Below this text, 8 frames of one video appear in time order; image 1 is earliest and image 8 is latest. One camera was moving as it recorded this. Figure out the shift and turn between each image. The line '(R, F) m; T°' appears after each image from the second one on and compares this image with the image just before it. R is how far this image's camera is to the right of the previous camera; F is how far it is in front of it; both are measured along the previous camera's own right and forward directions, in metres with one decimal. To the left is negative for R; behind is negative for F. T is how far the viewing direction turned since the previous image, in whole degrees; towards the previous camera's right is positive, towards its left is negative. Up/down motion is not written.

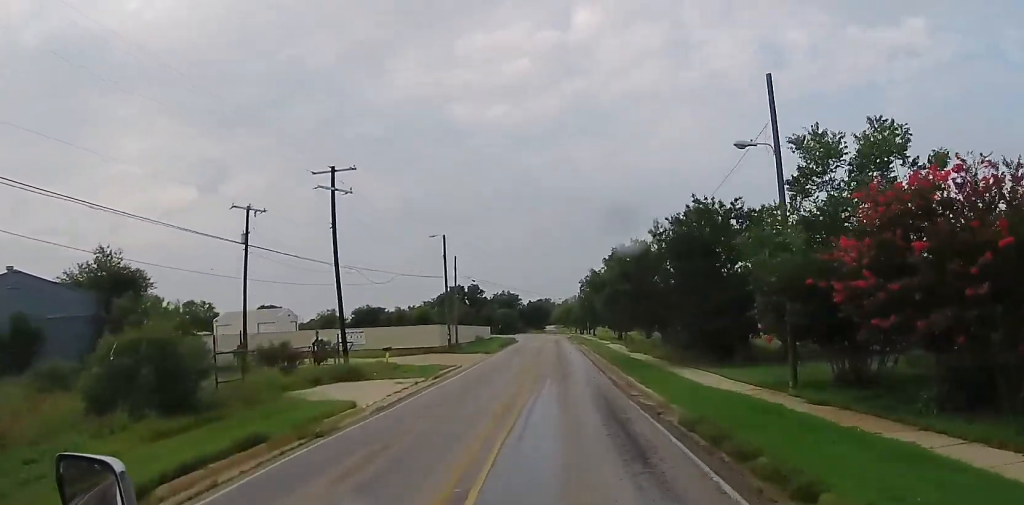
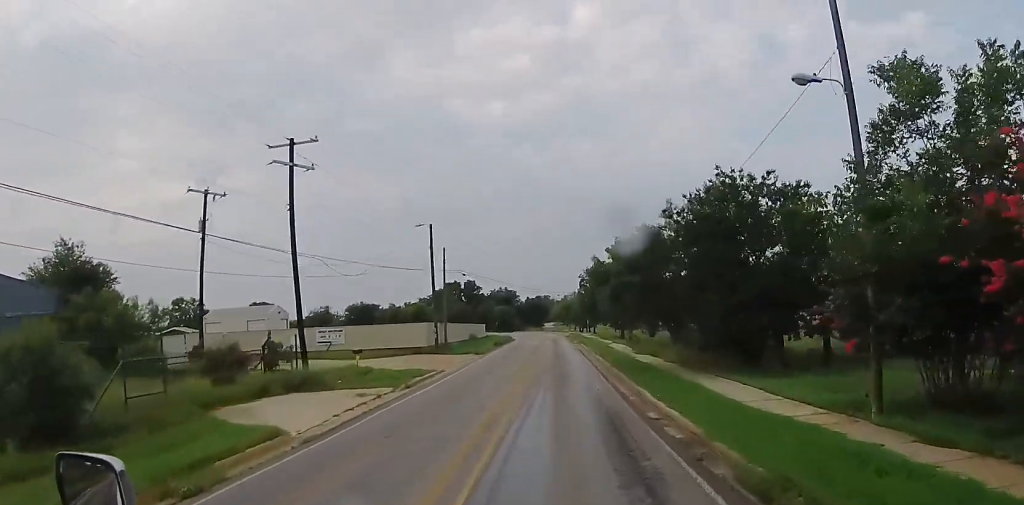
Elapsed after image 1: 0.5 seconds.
(-0.2, +5.5) m; 0°
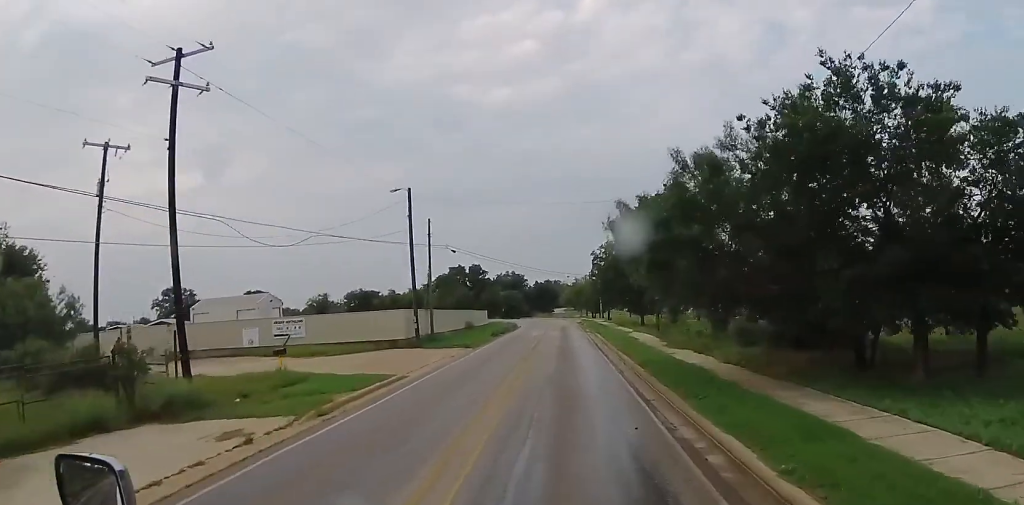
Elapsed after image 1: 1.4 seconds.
(+0.1, +10.5) m; -1°
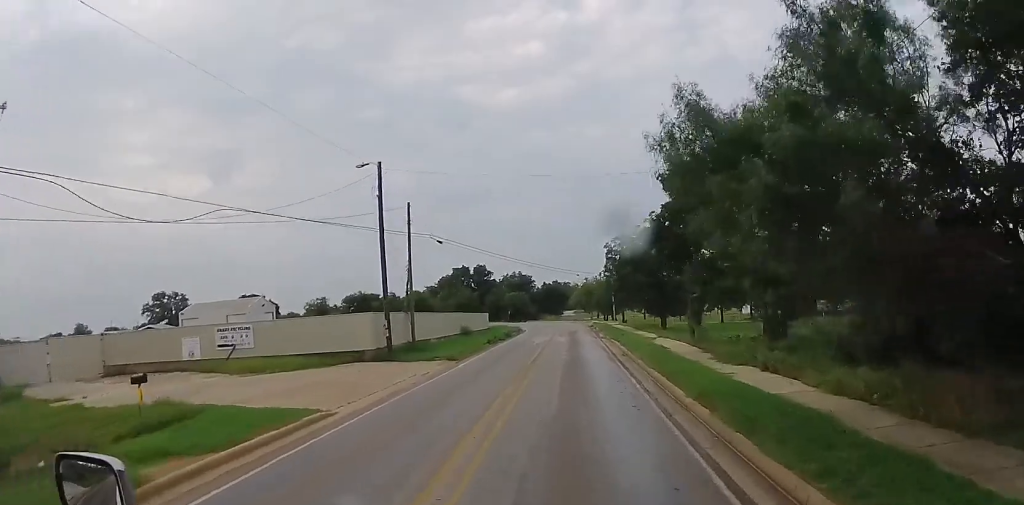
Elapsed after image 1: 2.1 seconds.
(-0.1, +9.0) m; -2°
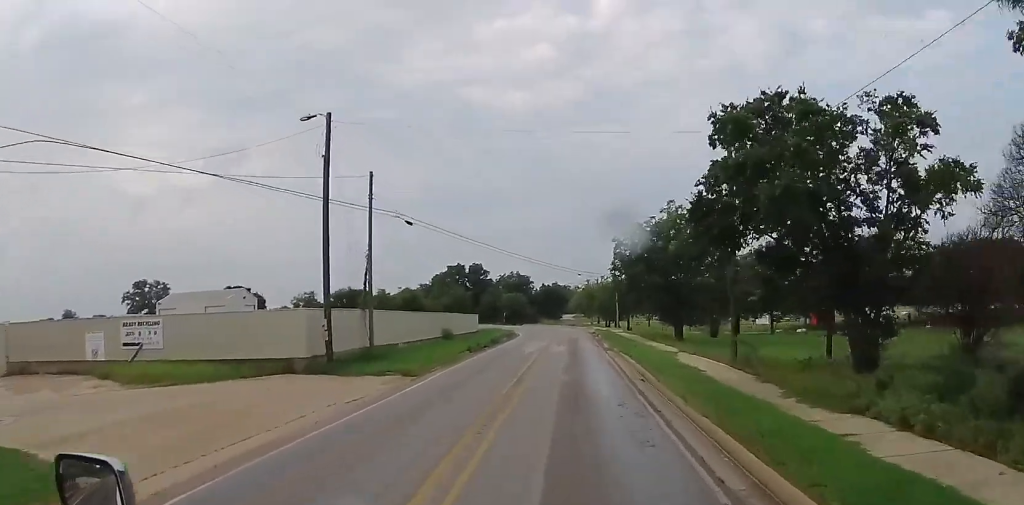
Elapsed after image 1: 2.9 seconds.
(-0.5, +8.7) m; -2°
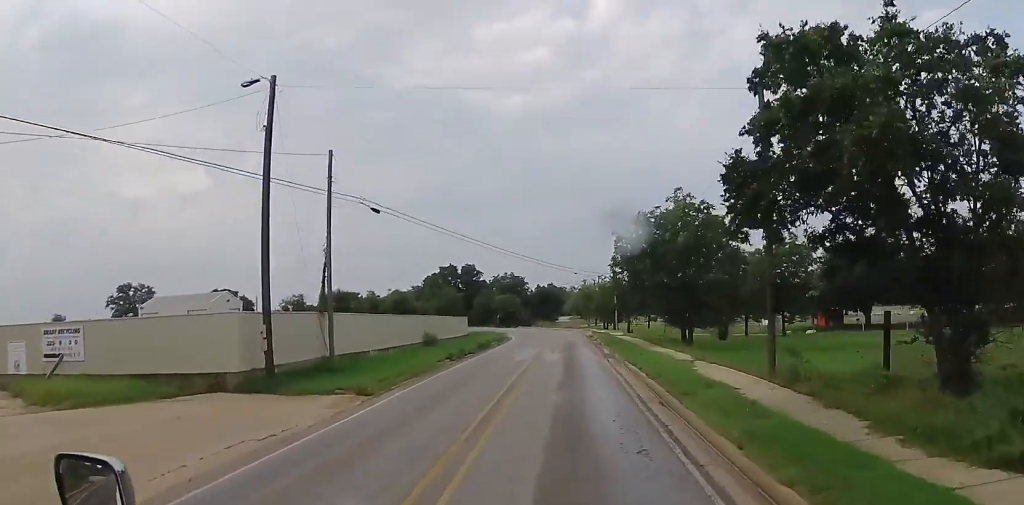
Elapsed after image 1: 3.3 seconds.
(+0.2, +5.3) m; 0°
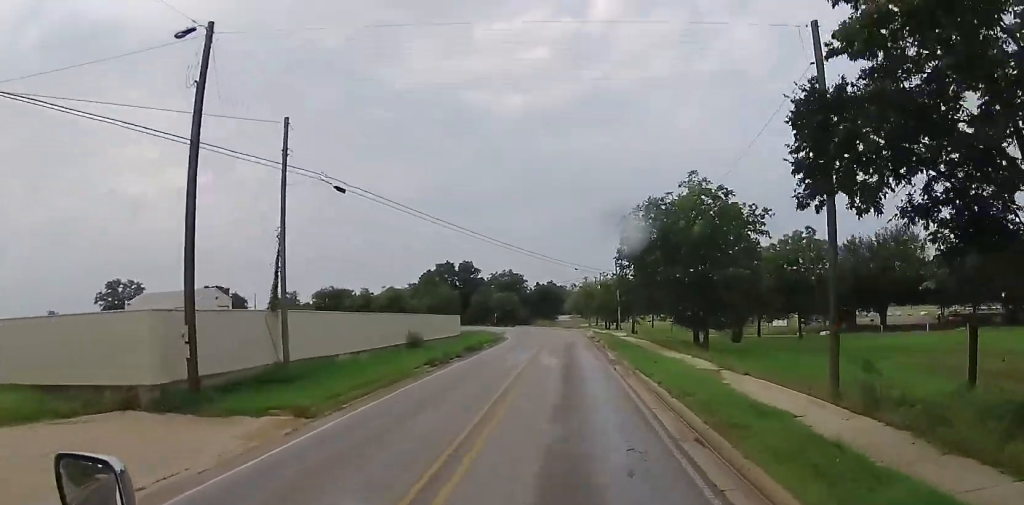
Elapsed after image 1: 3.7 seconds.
(+0.2, +4.9) m; 0°
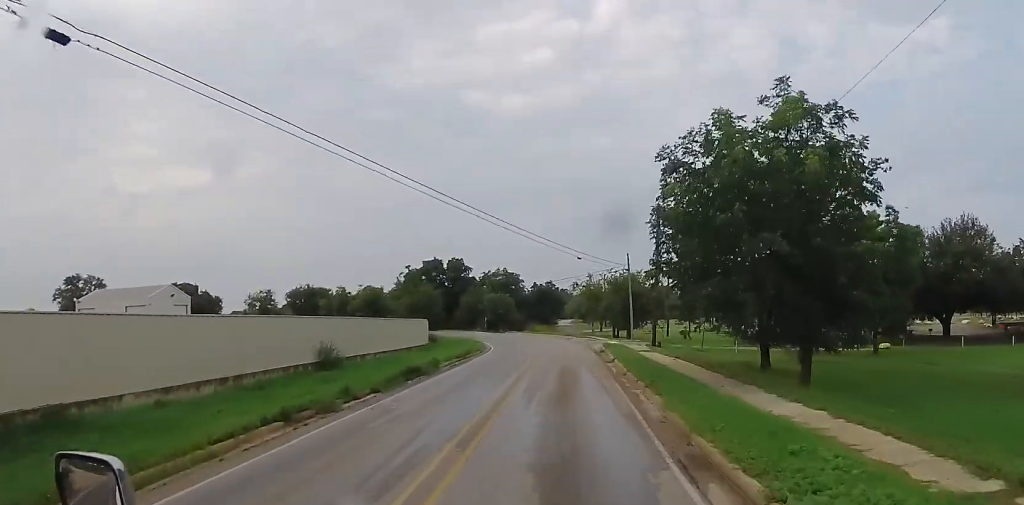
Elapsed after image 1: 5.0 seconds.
(-0.5, +16.7) m; -2°
